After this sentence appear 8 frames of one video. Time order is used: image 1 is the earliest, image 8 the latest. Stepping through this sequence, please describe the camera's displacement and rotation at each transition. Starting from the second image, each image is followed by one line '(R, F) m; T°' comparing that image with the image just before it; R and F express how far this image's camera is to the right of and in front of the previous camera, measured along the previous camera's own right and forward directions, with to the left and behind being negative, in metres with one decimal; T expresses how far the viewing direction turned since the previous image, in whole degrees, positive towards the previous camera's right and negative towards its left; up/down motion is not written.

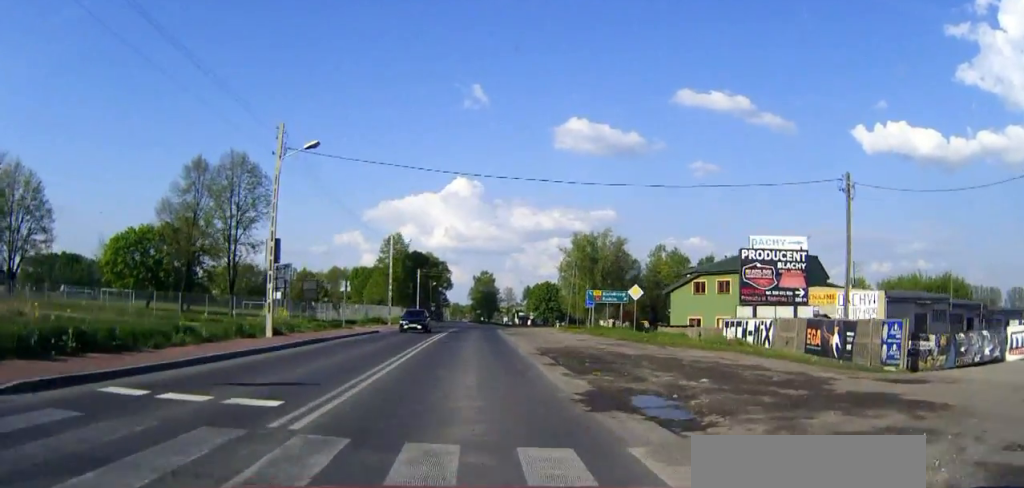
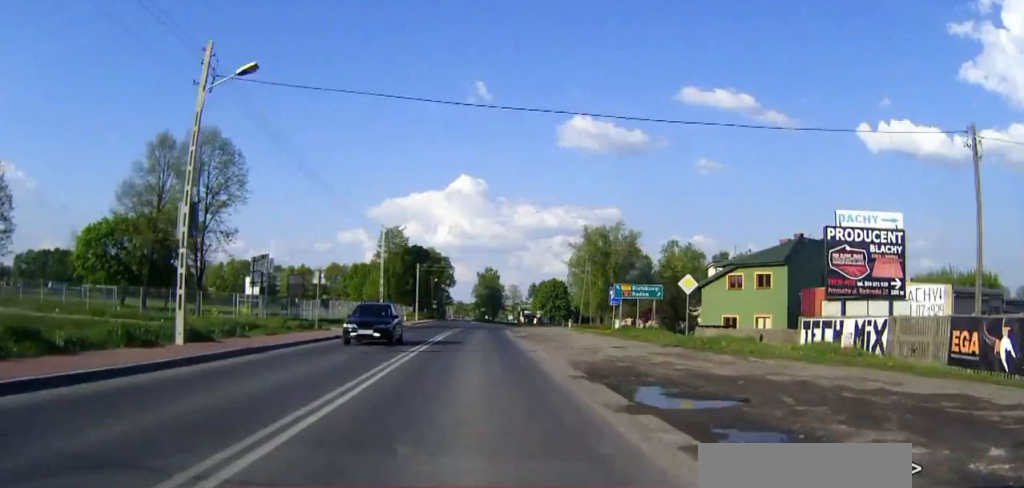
(0.0, +8.8) m; 0°
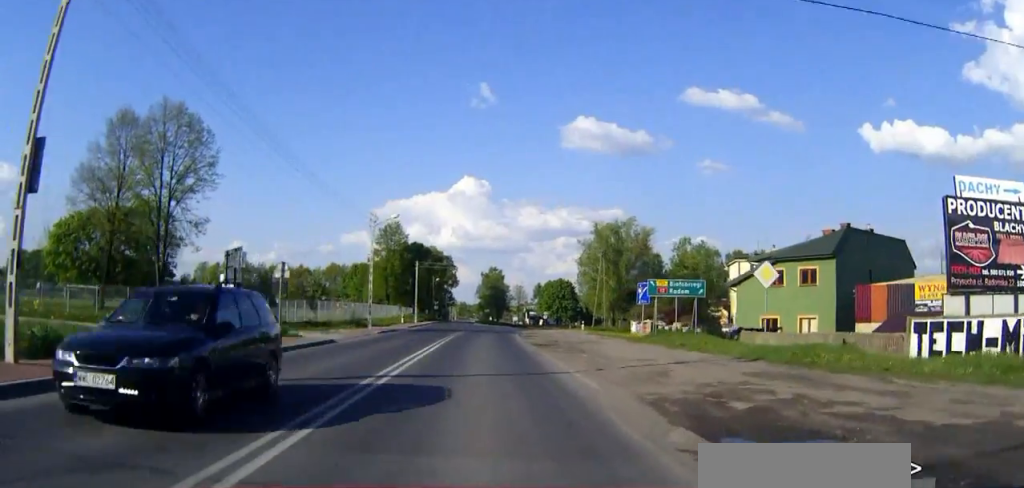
(0.0, +7.8) m; 0°
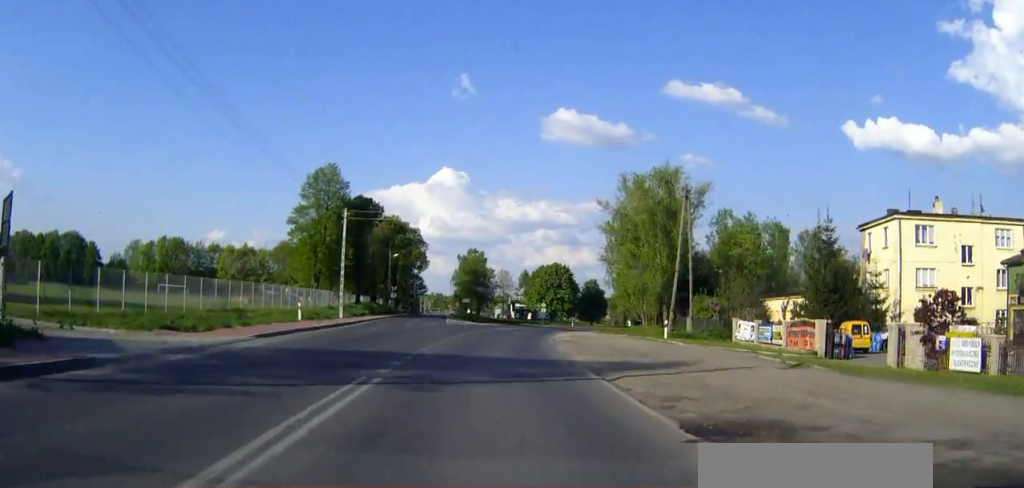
(-0.1, +42.1) m; +1°
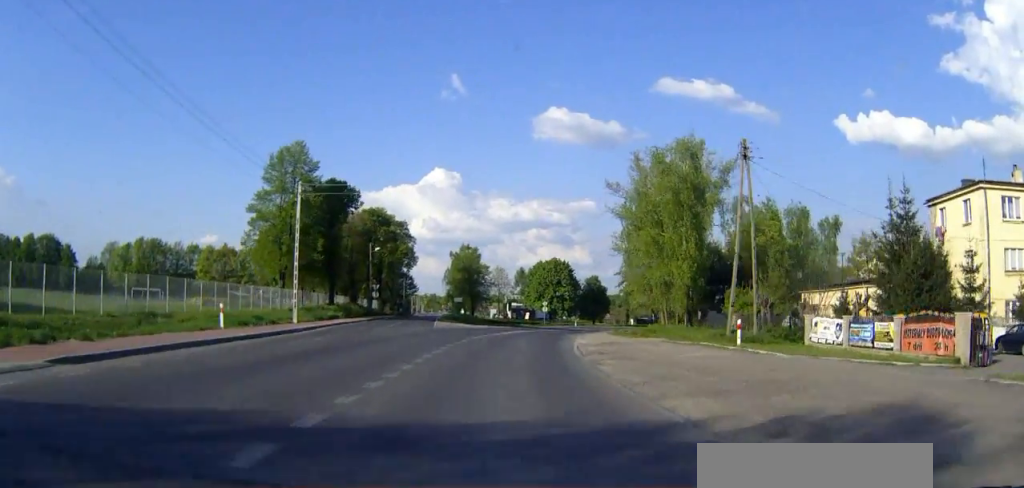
(+0.1, +12.2) m; 0°
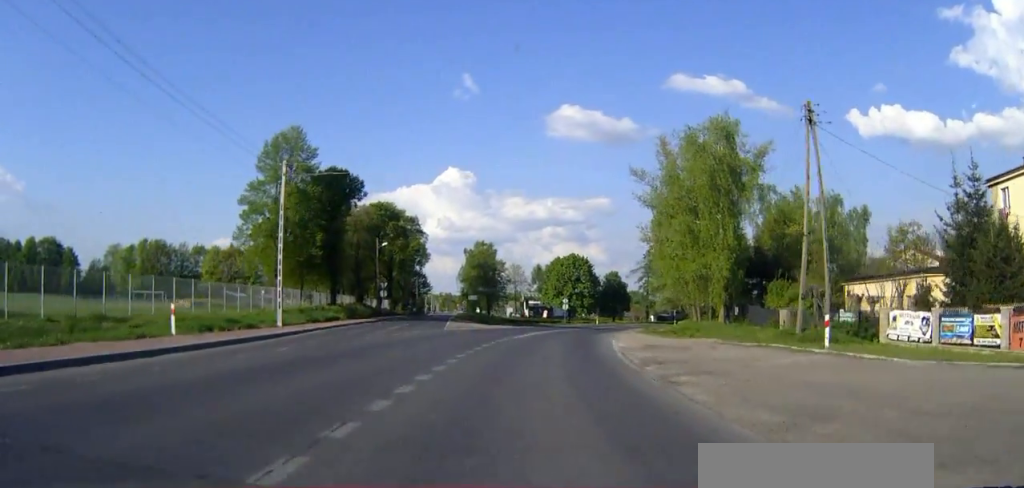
(0.0, +6.4) m; -1°
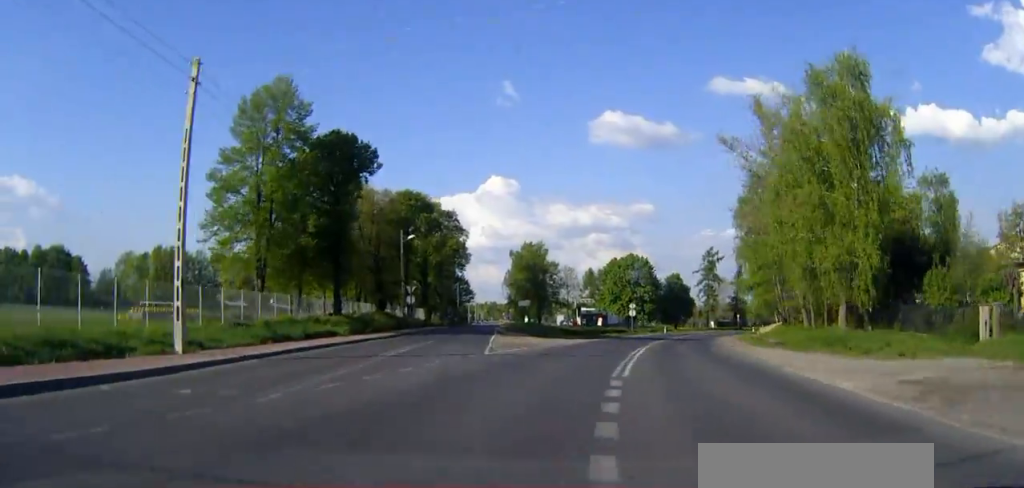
(-0.2, +16.8) m; -2°
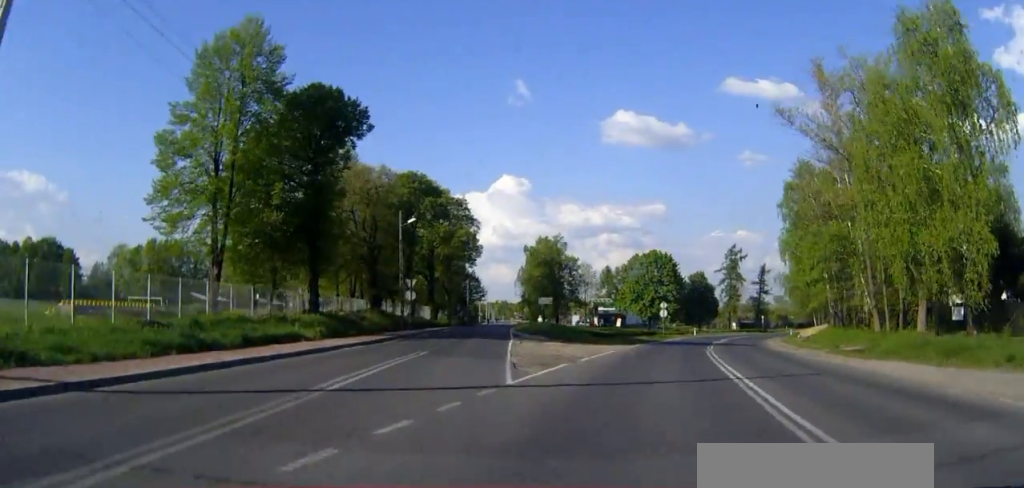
(-0.1, +10.0) m; -1°
